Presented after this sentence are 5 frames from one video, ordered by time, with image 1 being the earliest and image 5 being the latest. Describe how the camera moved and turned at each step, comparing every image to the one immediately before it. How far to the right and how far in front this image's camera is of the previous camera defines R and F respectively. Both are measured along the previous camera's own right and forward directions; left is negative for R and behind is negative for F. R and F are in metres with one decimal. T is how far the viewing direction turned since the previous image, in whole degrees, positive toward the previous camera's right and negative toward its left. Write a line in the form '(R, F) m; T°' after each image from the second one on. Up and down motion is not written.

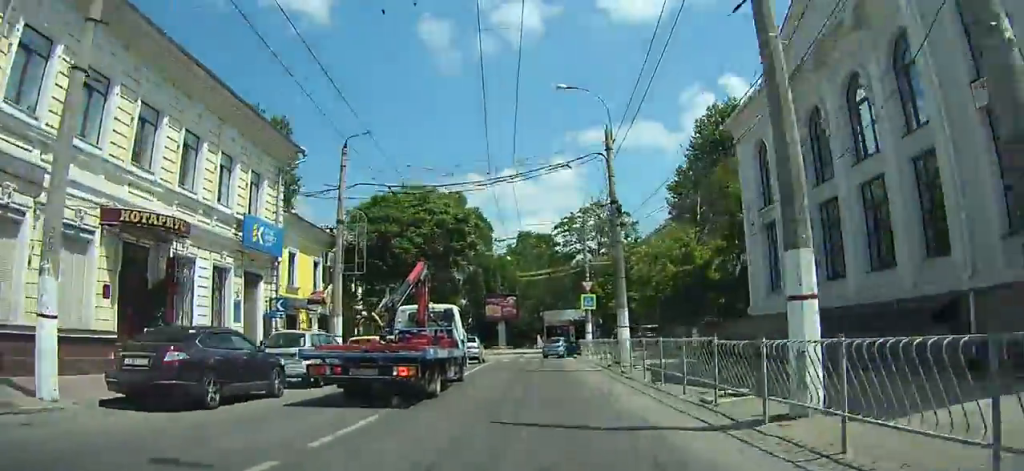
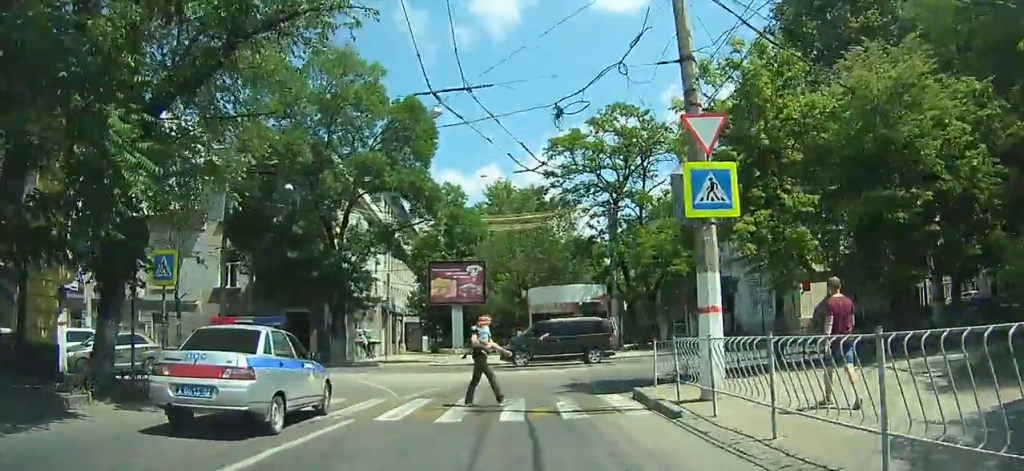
(+0.8, +27.2) m; +7°
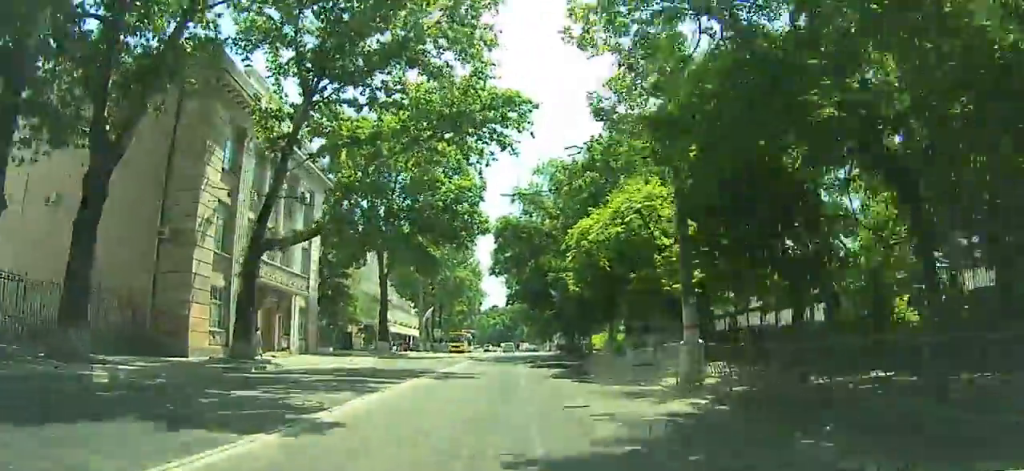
(+29.1, +33.0) m; +70°
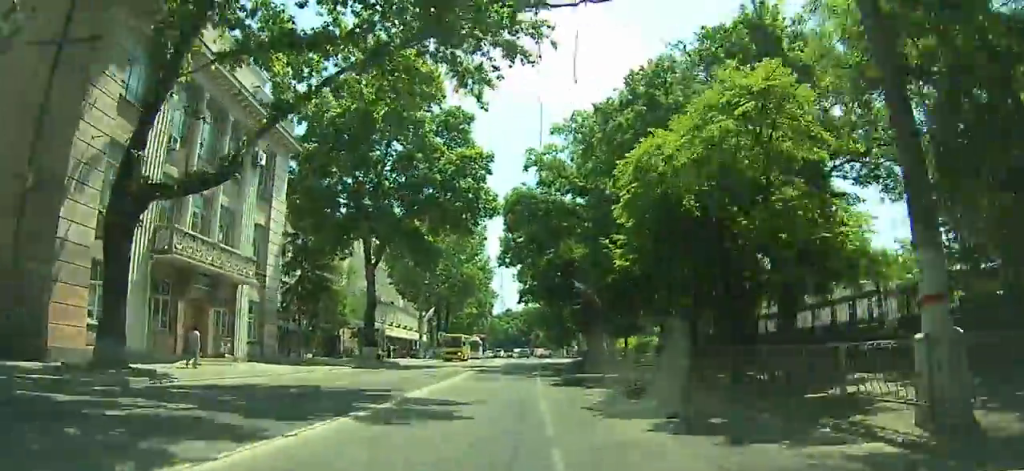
(-0.1, +8.1) m; +1°
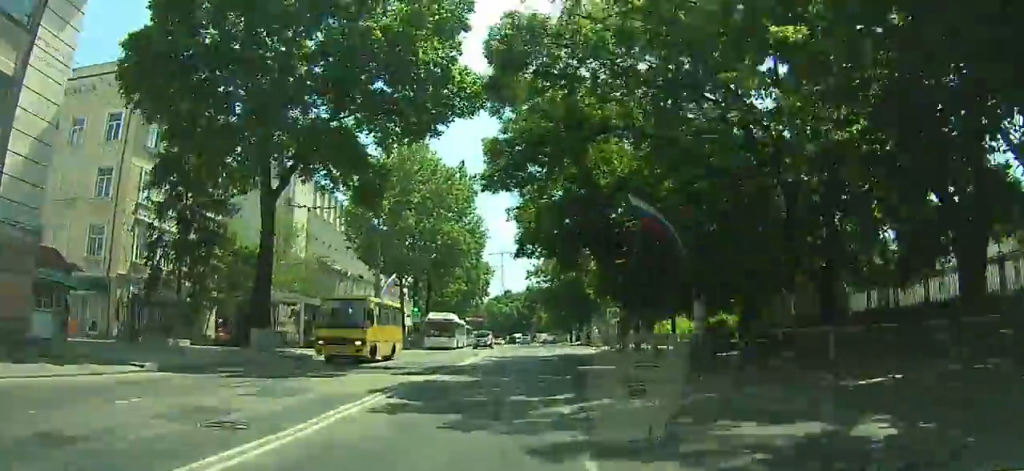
(+0.3, +15.7) m; +5°
